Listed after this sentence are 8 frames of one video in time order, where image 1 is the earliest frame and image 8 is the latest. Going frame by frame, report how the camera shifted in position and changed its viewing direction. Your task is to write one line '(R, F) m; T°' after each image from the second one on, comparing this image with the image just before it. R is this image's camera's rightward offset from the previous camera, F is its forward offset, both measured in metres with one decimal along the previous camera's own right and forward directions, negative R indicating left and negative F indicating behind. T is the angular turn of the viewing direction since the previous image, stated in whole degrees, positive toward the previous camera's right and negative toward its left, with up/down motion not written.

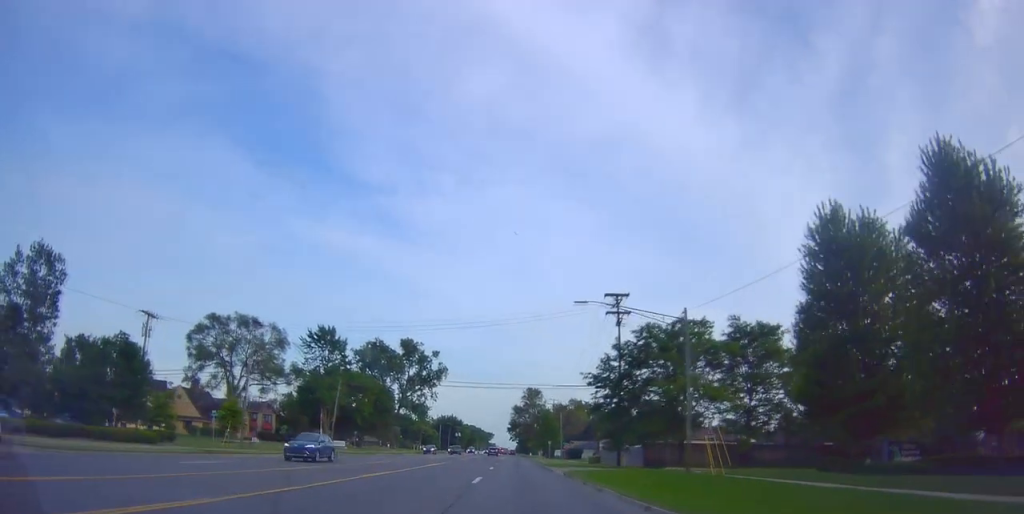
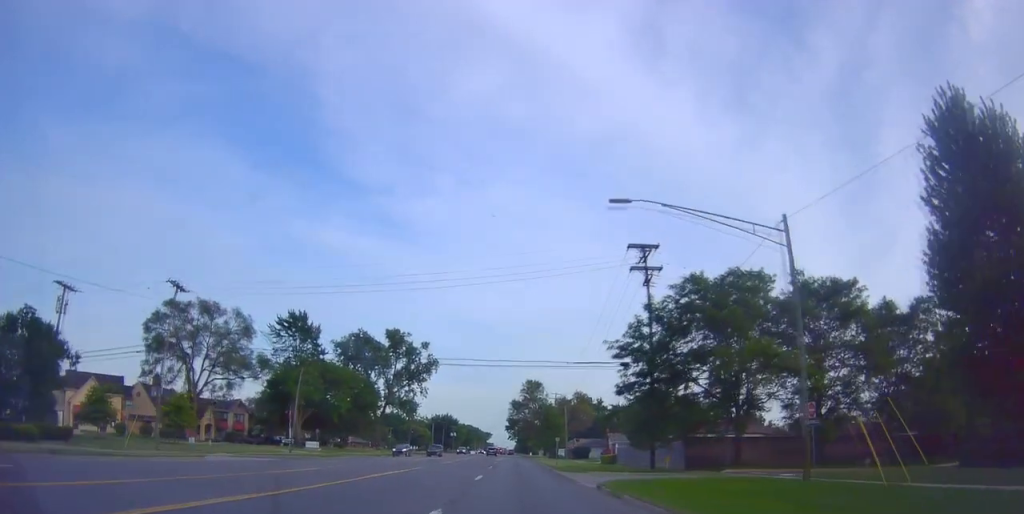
(+0.1, +13.9) m; -2°
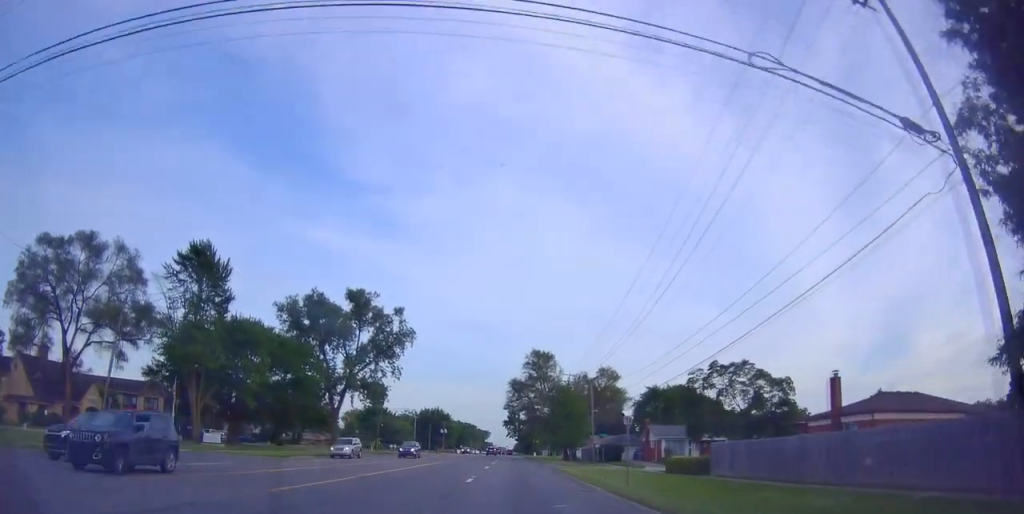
(-0.4, +31.9) m; +1°
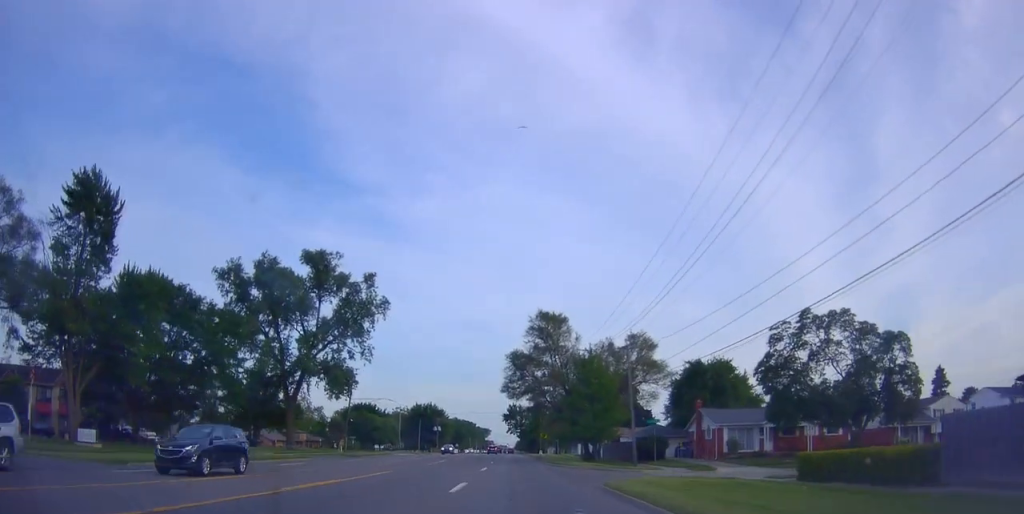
(+0.3, +20.9) m; 0°
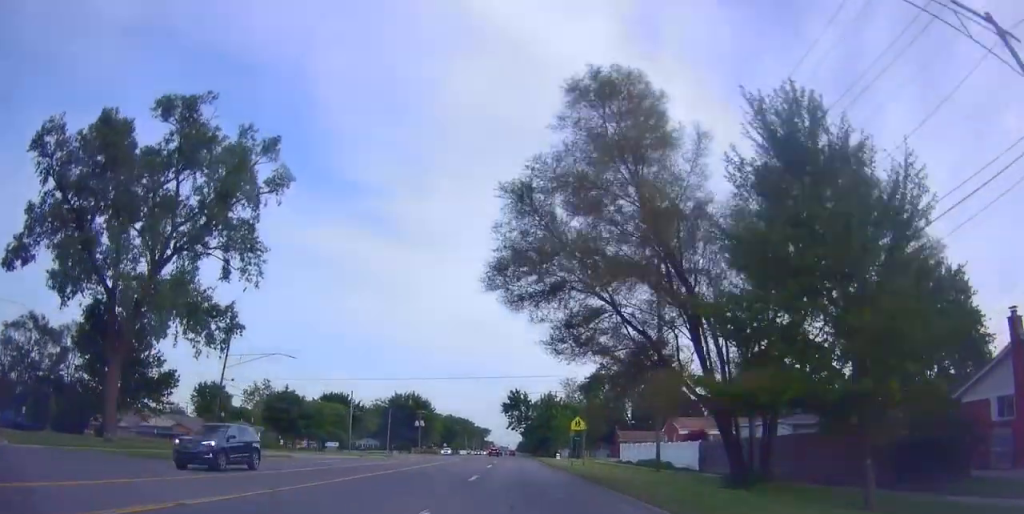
(-0.2, +39.2) m; -1°
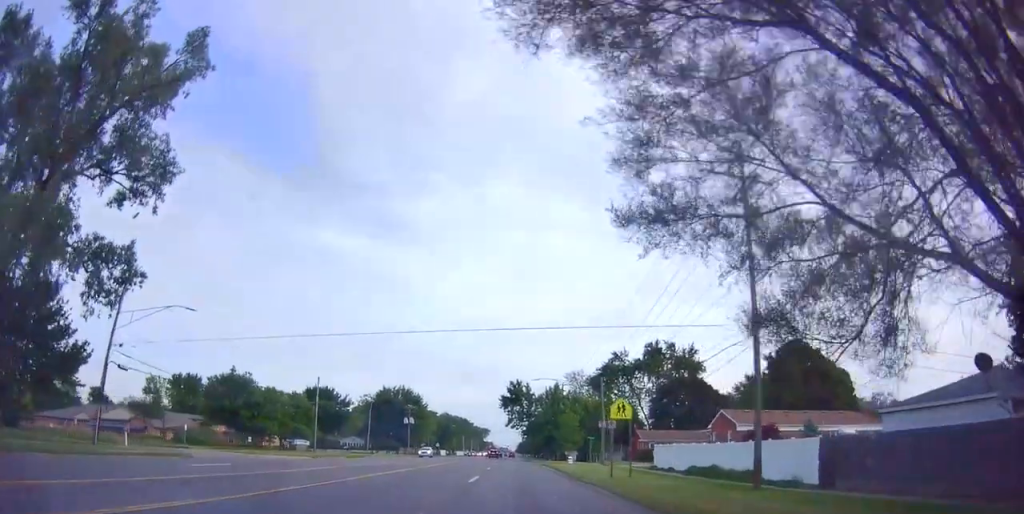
(-0.3, +15.8) m; 0°
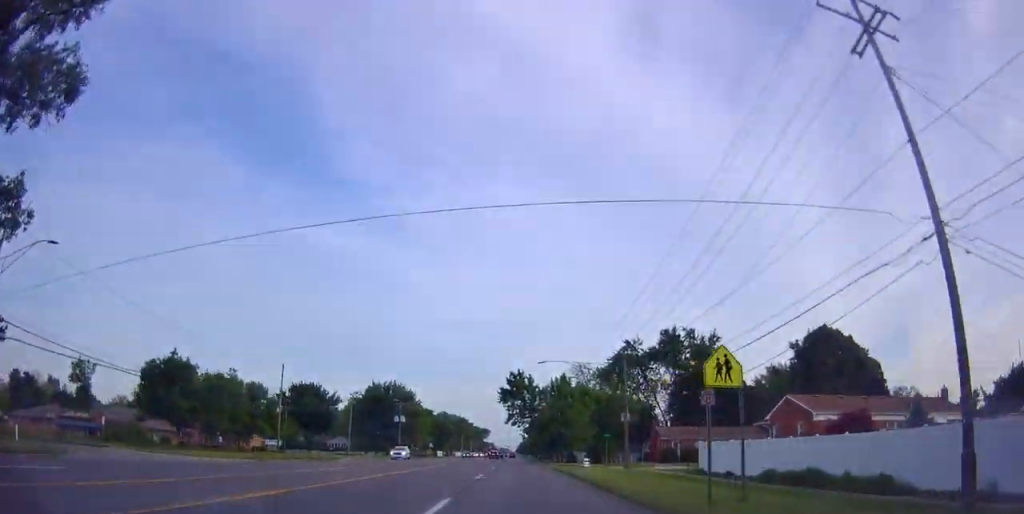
(-0.2, +11.9) m; 0°
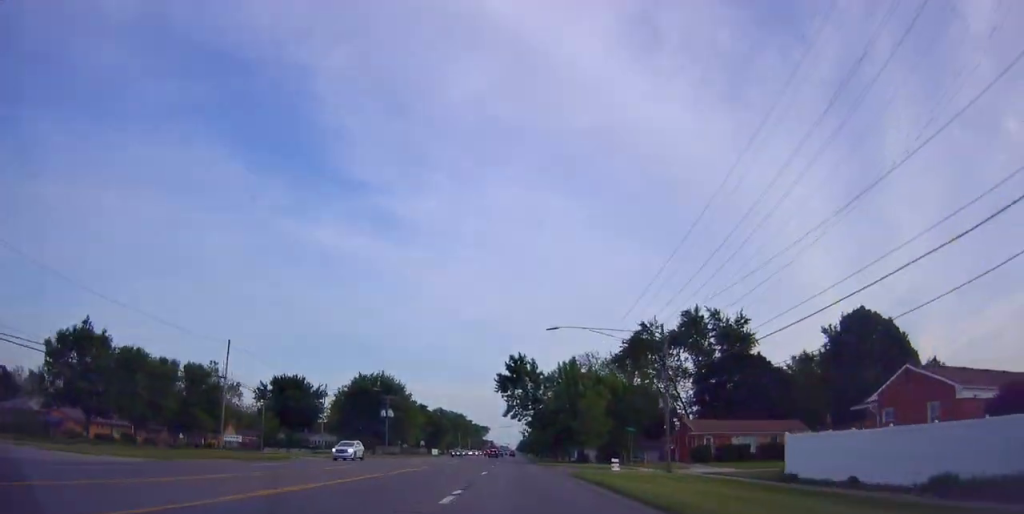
(+0.5, +12.6) m; 0°
